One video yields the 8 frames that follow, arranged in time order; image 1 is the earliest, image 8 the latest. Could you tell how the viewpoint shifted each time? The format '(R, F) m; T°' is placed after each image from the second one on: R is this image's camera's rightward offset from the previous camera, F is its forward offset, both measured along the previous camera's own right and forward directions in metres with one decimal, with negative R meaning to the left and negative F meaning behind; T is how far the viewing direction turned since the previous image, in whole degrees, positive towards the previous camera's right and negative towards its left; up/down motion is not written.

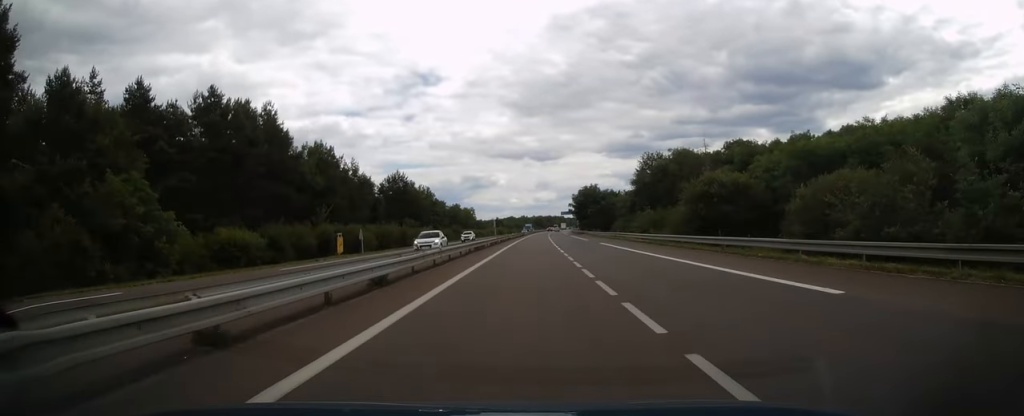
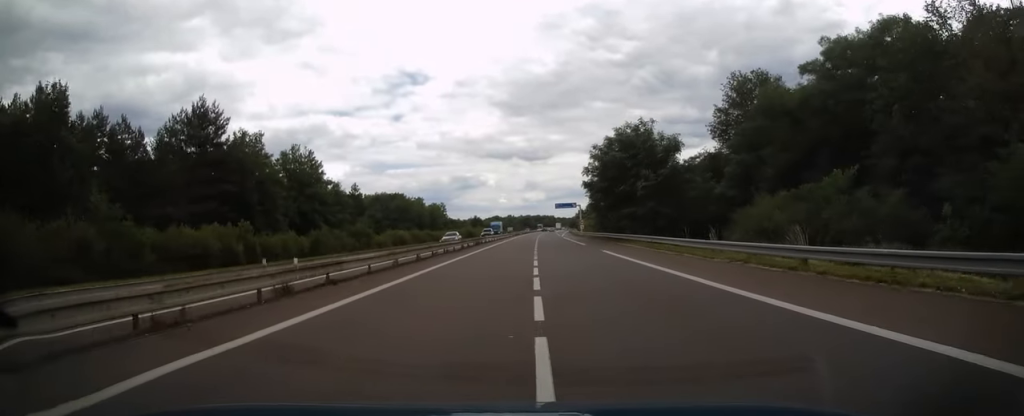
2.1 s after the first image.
(+0.9, +68.5) m; +1°
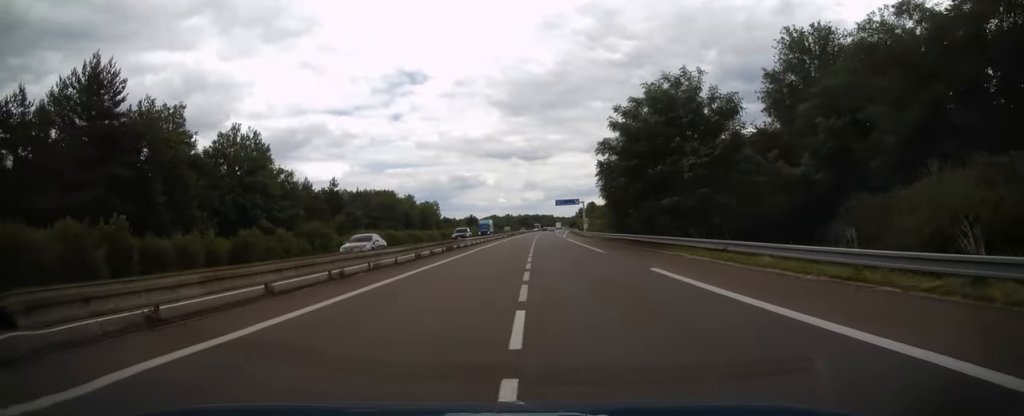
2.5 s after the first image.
(0.0, +15.2) m; 0°
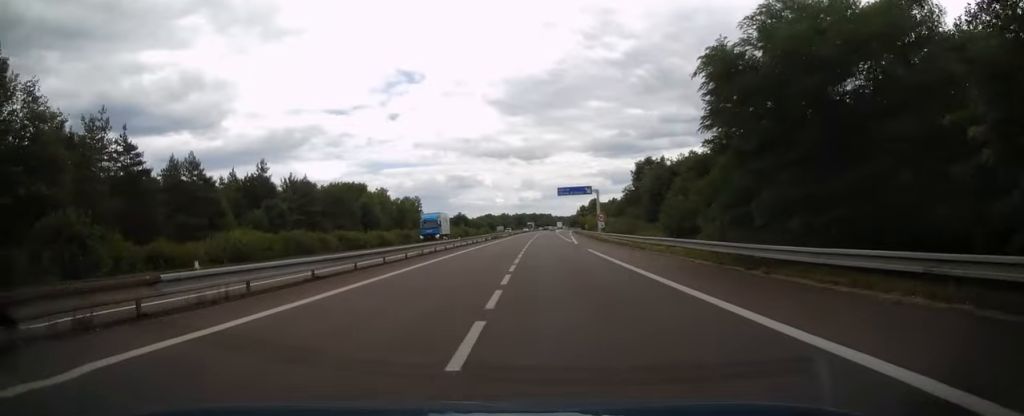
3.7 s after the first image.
(+0.1, +36.1) m; 0°
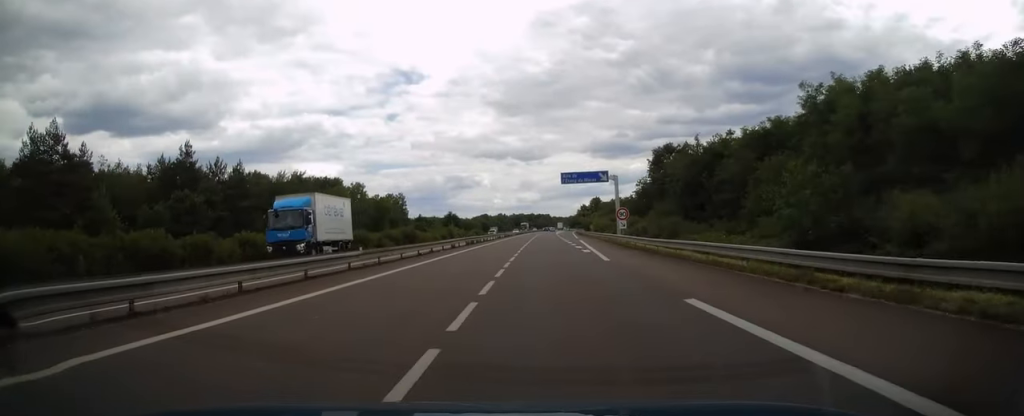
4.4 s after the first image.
(0.0, +24.0) m; 0°
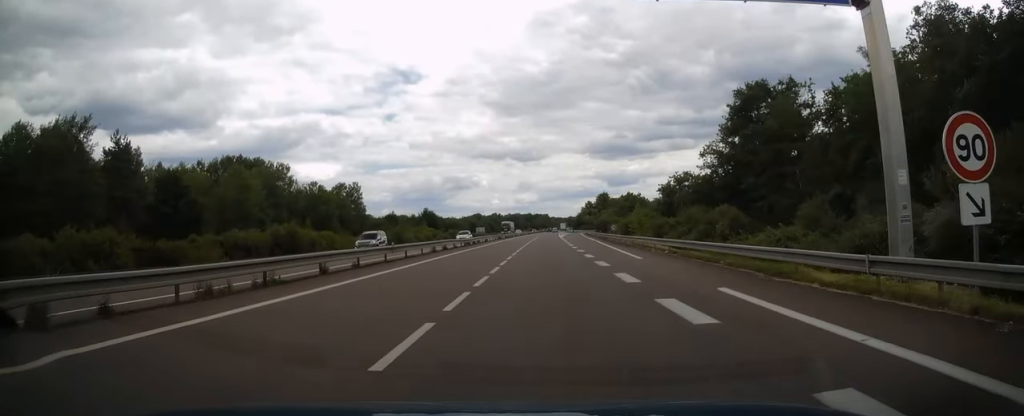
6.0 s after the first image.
(+0.1, +50.5) m; 0°
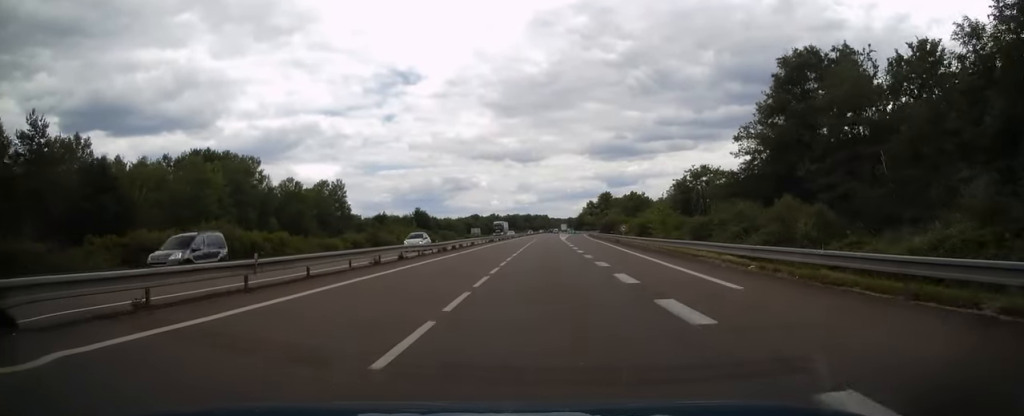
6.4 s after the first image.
(0.0, +12.9) m; 0°
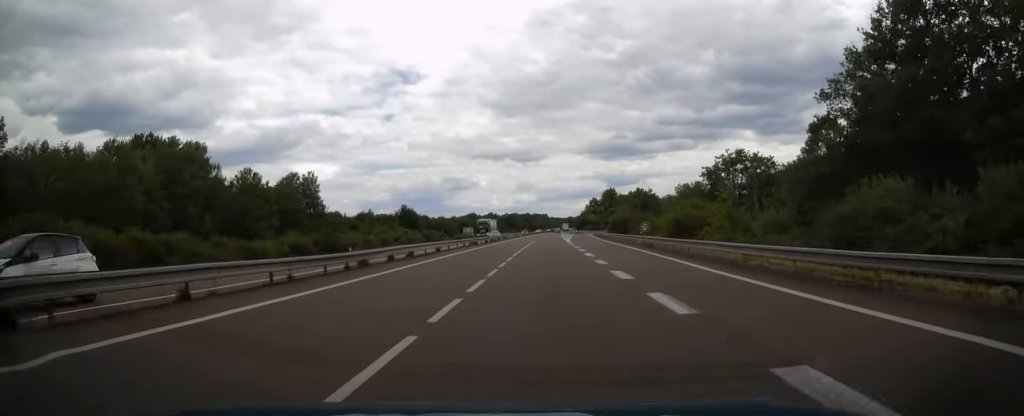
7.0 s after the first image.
(0.0, +18.6) m; 0°
